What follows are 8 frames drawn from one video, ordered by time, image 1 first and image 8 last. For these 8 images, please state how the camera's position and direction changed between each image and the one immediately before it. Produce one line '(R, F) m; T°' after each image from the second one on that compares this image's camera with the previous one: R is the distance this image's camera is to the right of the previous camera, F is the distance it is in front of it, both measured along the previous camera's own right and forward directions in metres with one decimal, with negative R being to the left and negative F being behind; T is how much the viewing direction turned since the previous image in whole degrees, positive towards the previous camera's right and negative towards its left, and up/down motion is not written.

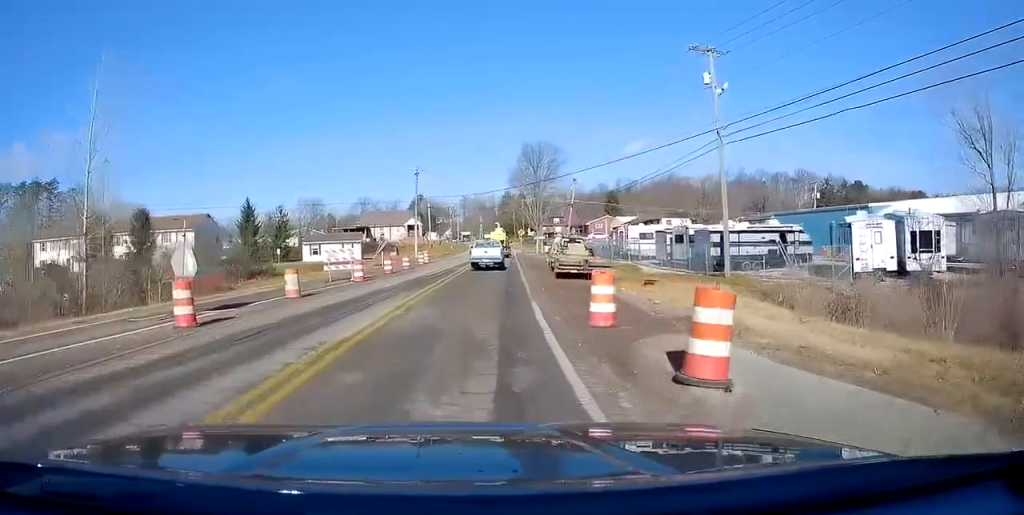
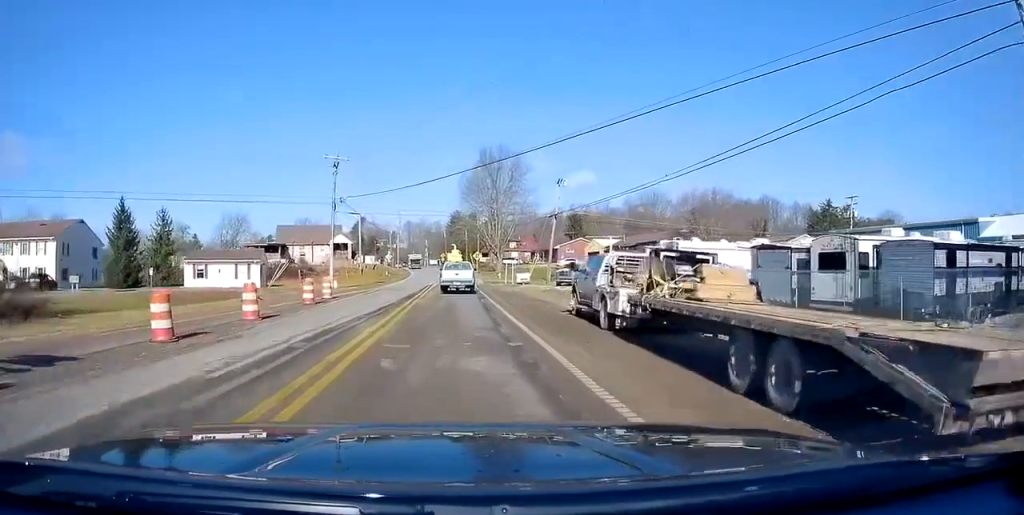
(+1.1, +23.7) m; +5°
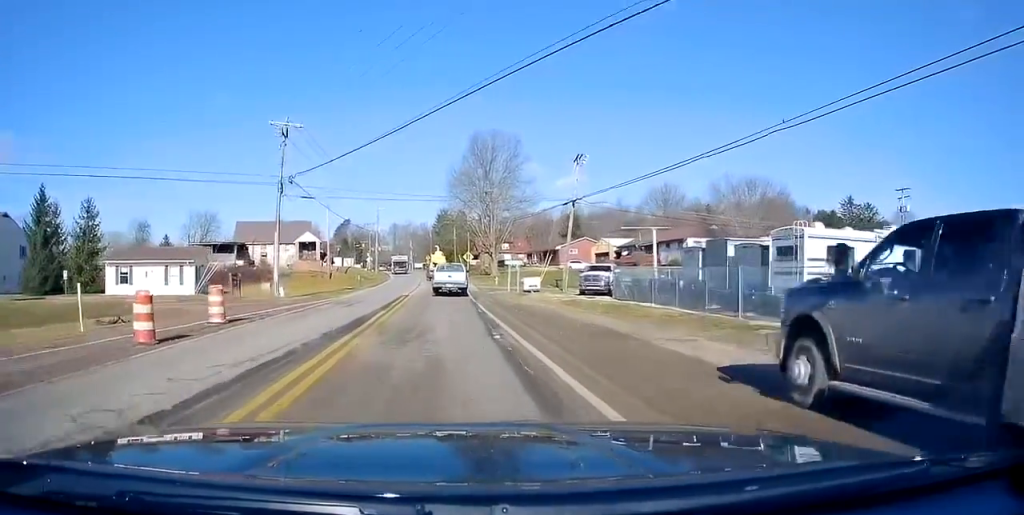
(+0.2, +13.5) m; +2°
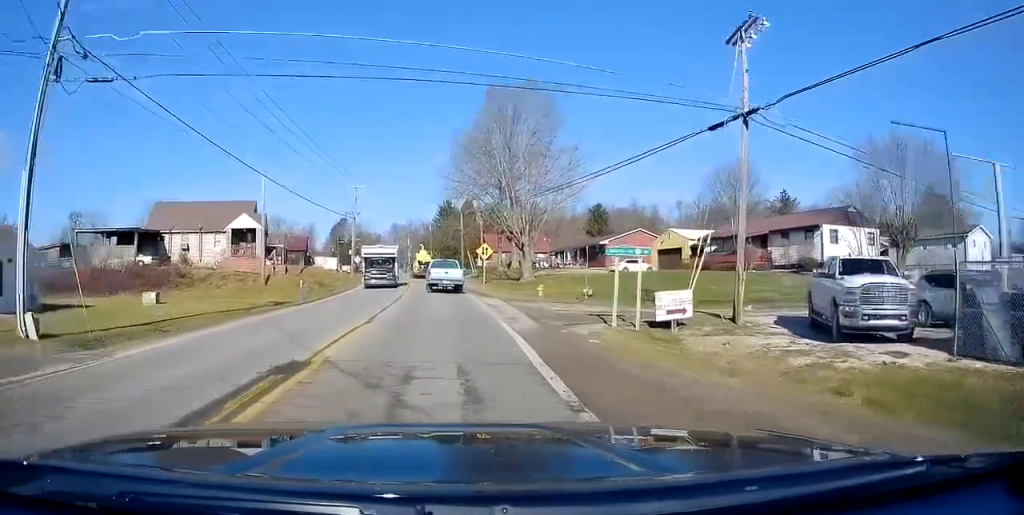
(+0.9, +25.6) m; +2°
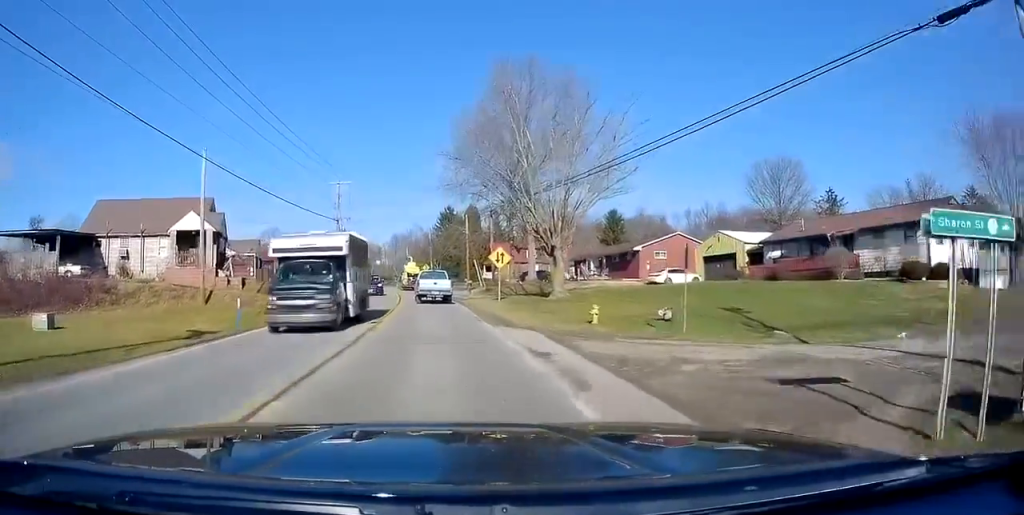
(-0.2, +11.5) m; -2°
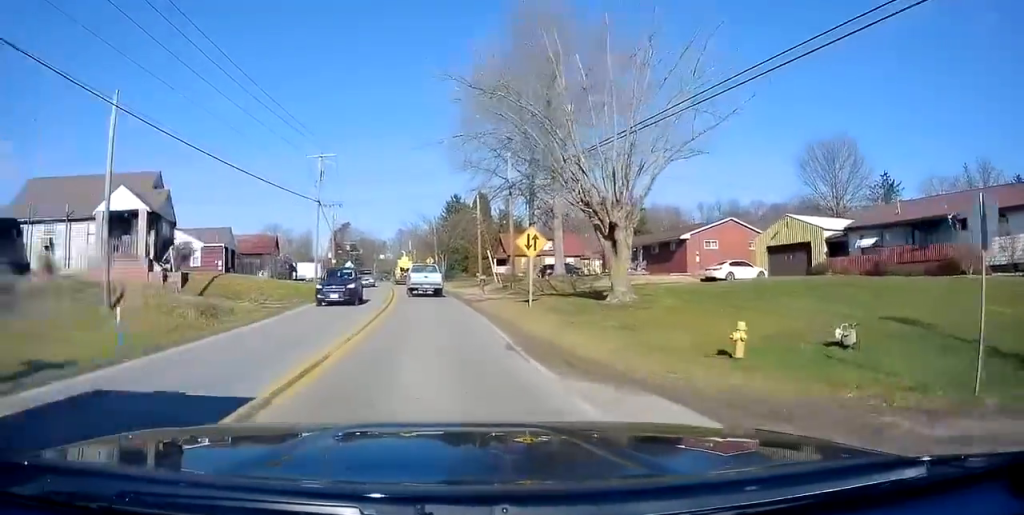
(-0.2, +10.3) m; -2°
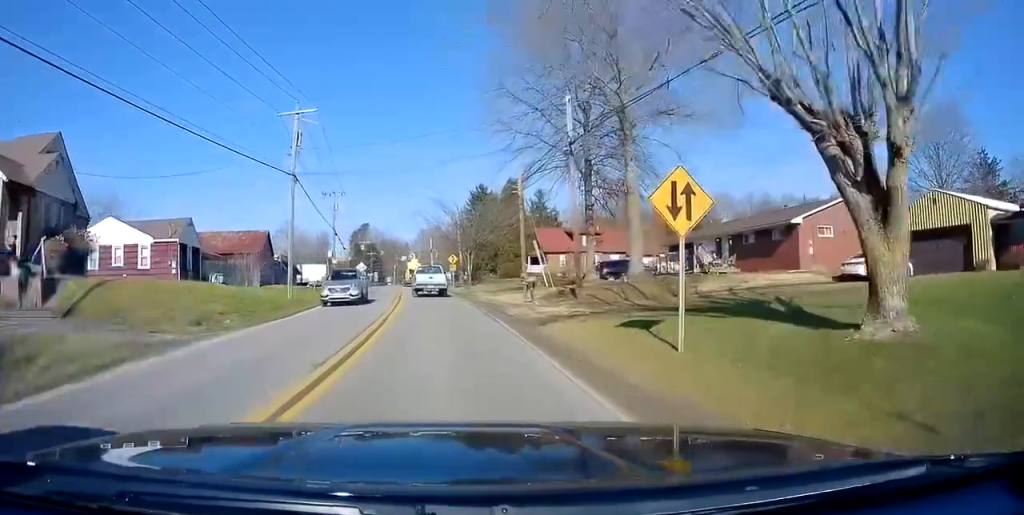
(-0.2, +12.9) m; -1°
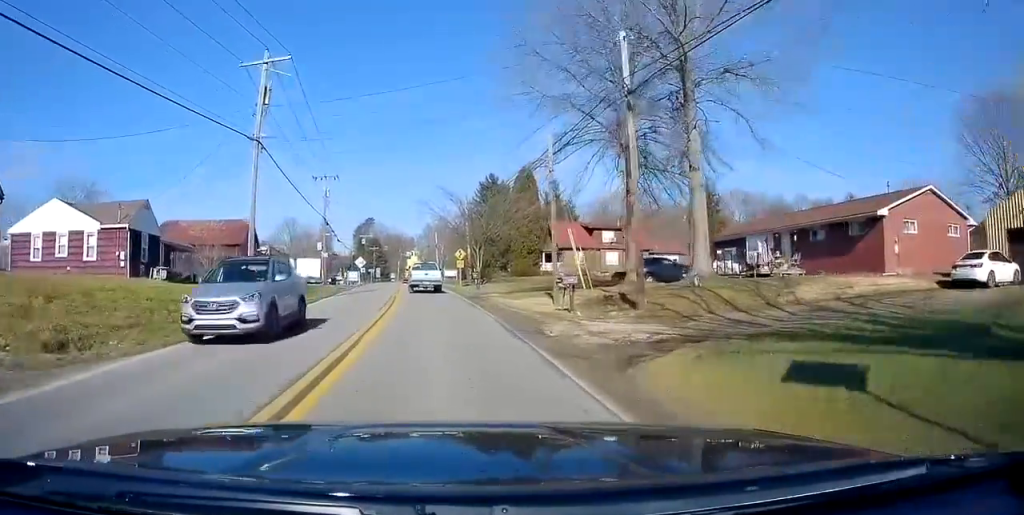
(0.0, +7.6) m; 0°
